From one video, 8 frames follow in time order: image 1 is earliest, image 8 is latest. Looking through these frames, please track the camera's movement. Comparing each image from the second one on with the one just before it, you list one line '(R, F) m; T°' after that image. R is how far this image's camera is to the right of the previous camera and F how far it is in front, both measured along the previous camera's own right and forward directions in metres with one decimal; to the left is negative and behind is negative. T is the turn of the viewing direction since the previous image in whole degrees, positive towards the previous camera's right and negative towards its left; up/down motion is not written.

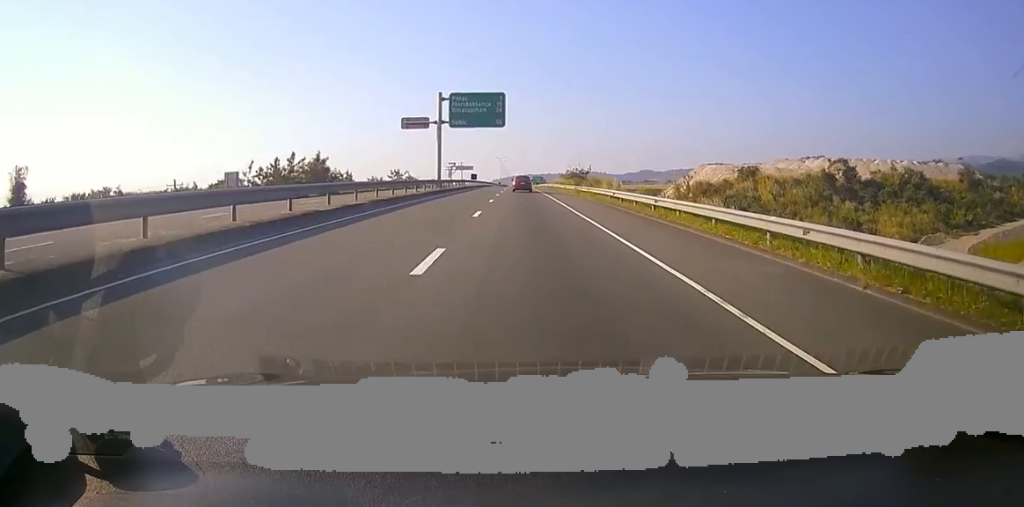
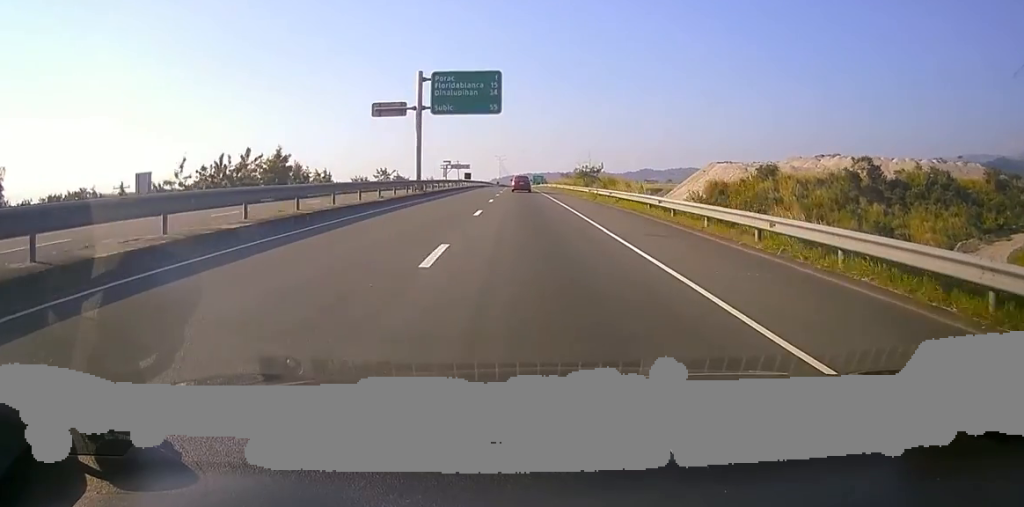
(-0.4, +11.4) m; +1°
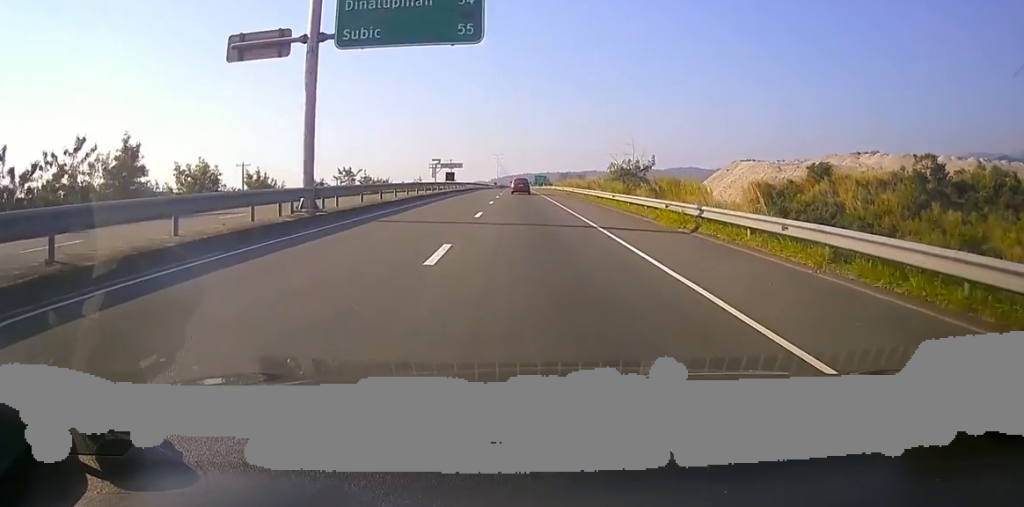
(+1.0, +23.4) m; 0°
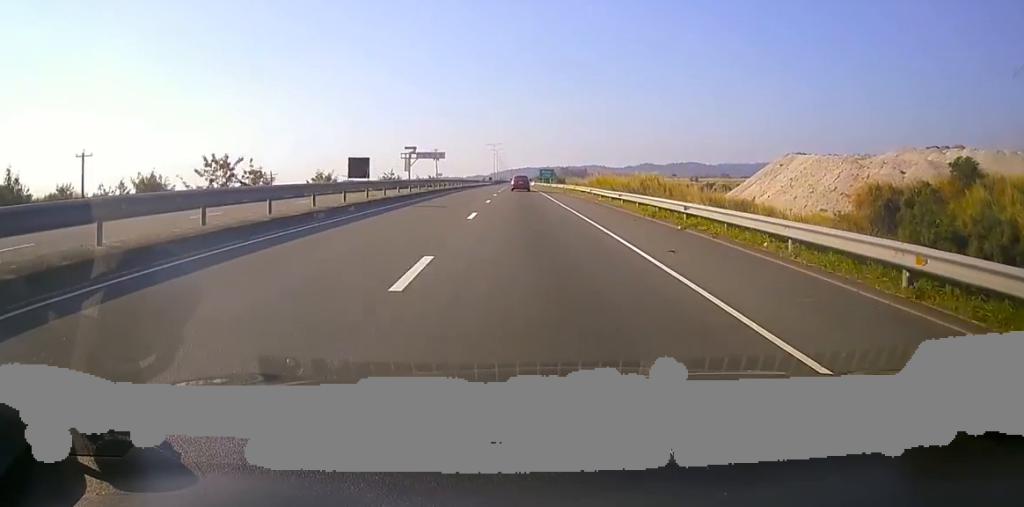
(-0.7, +38.5) m; 0°
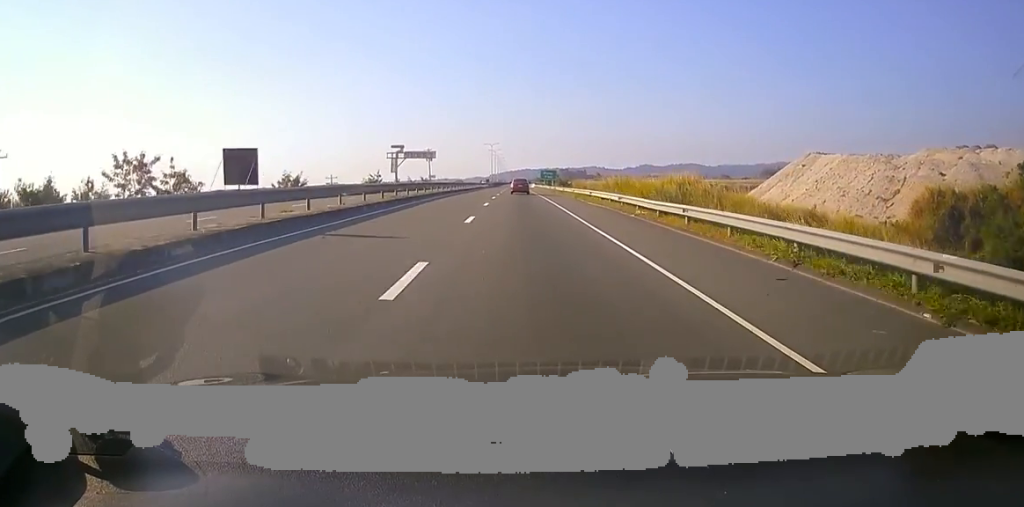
(+0.6, +12.6) m; 0°
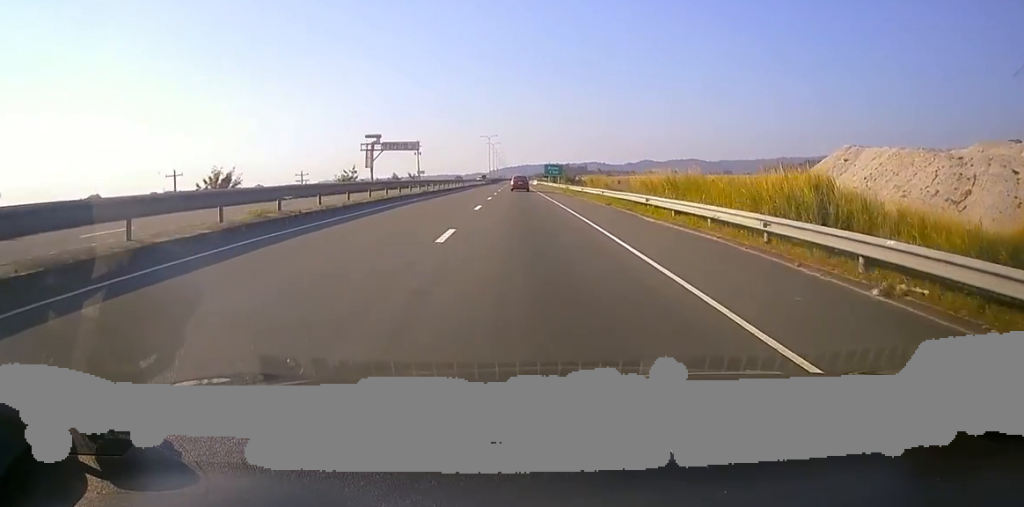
(-0.3, +18.8) m; -1°
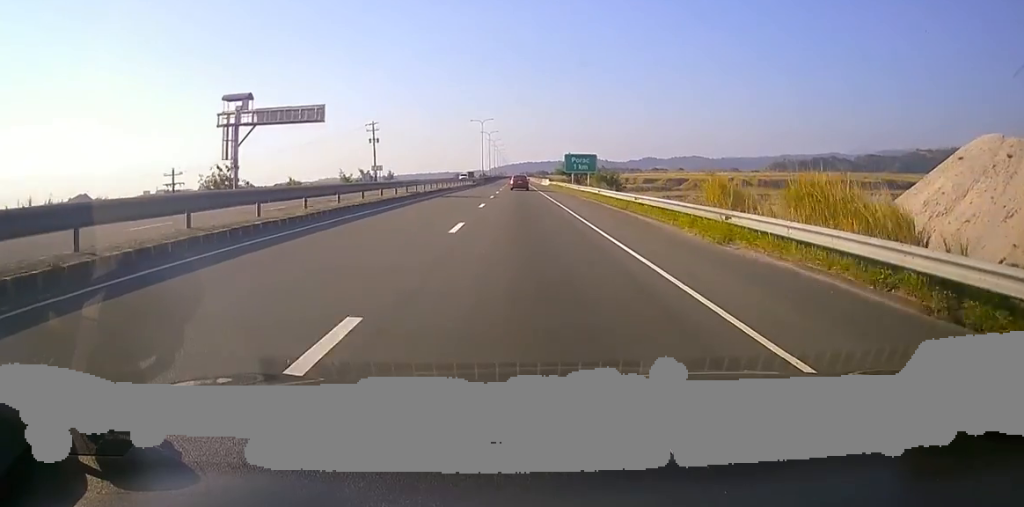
(-0.8, +47.1) m; 0°
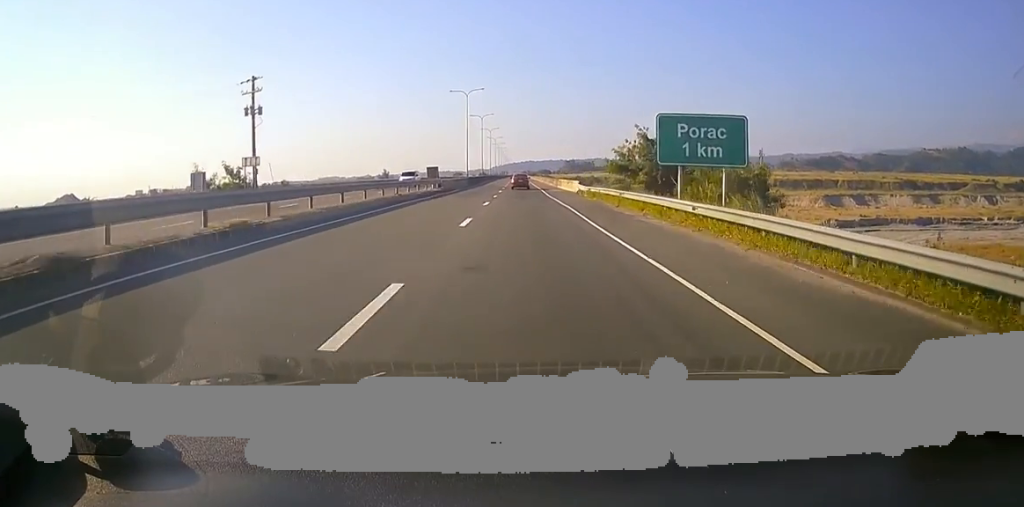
(+0.8, +46.2) m; -1°
